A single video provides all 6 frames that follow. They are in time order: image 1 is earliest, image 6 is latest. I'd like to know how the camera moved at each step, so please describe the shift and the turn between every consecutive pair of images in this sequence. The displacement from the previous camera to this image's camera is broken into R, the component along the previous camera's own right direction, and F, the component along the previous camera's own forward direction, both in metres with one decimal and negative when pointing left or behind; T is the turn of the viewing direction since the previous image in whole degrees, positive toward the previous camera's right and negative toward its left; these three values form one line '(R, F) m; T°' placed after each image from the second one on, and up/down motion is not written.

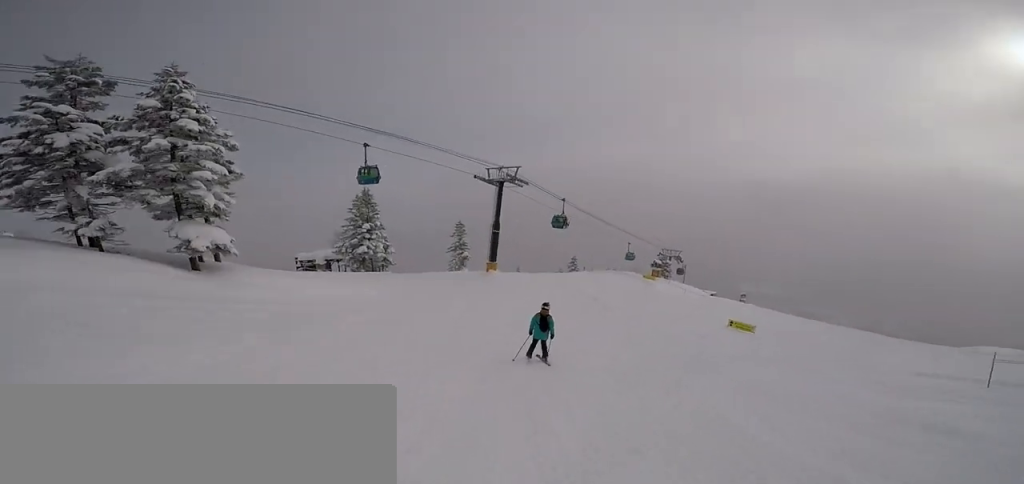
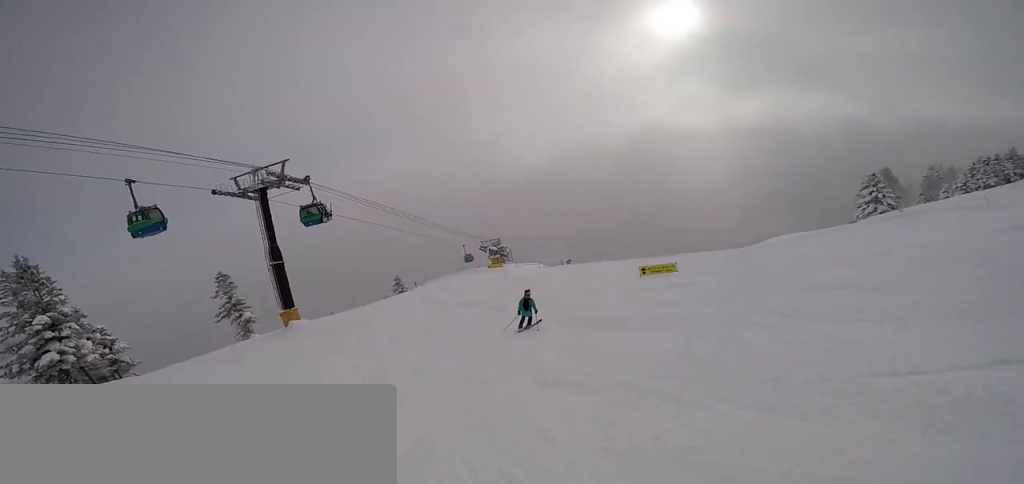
(0.0, +13.4) m; +14°
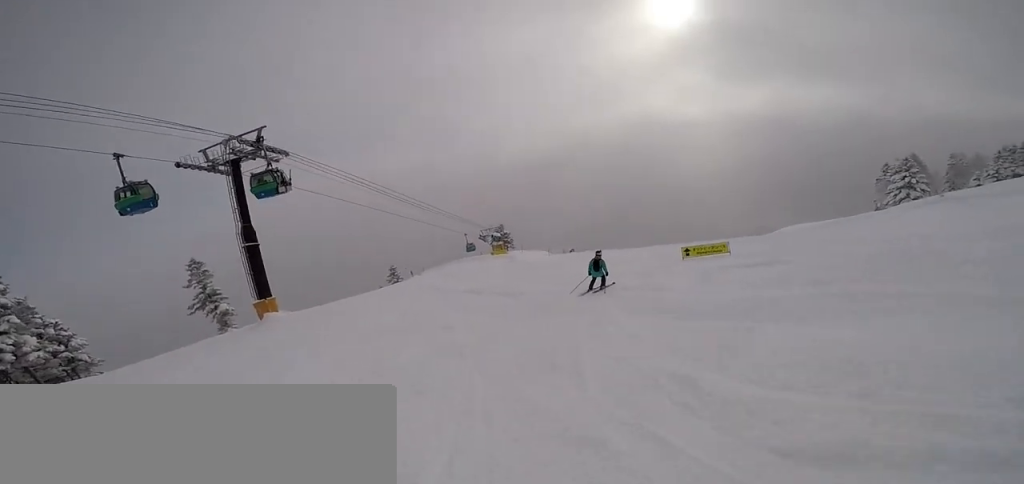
(+0.7, +4.3) m; +9°
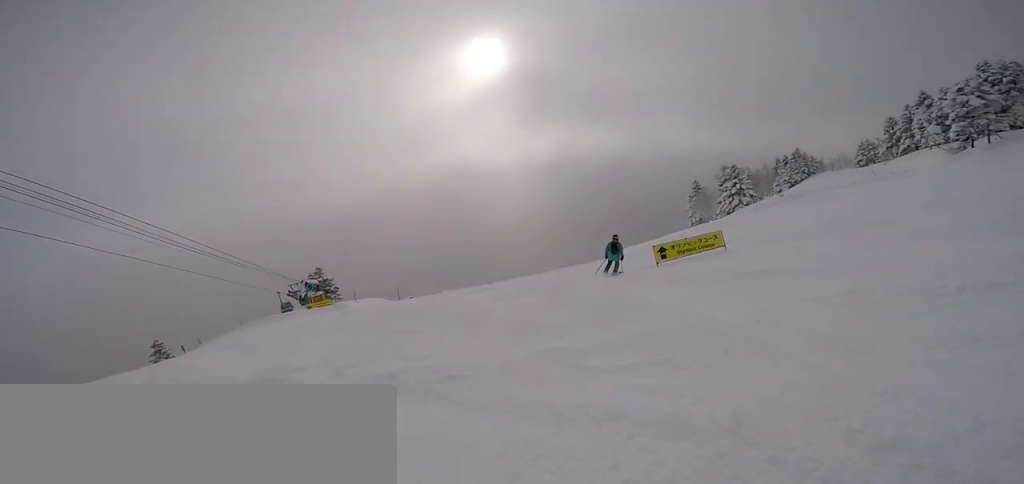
(+1.4, +10.4) m; +27°
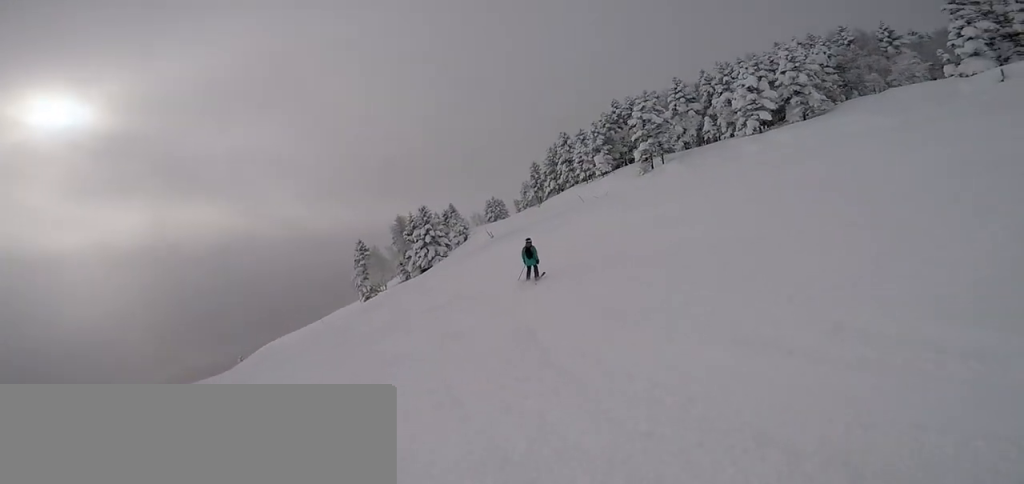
(+8.2, +14.3) m; +48°
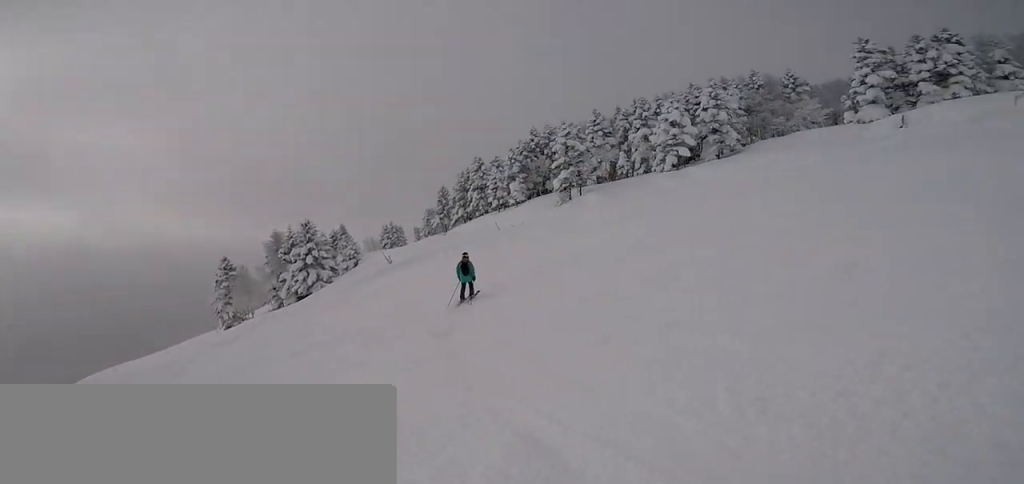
(-0.1, +4.0) m; +12°
